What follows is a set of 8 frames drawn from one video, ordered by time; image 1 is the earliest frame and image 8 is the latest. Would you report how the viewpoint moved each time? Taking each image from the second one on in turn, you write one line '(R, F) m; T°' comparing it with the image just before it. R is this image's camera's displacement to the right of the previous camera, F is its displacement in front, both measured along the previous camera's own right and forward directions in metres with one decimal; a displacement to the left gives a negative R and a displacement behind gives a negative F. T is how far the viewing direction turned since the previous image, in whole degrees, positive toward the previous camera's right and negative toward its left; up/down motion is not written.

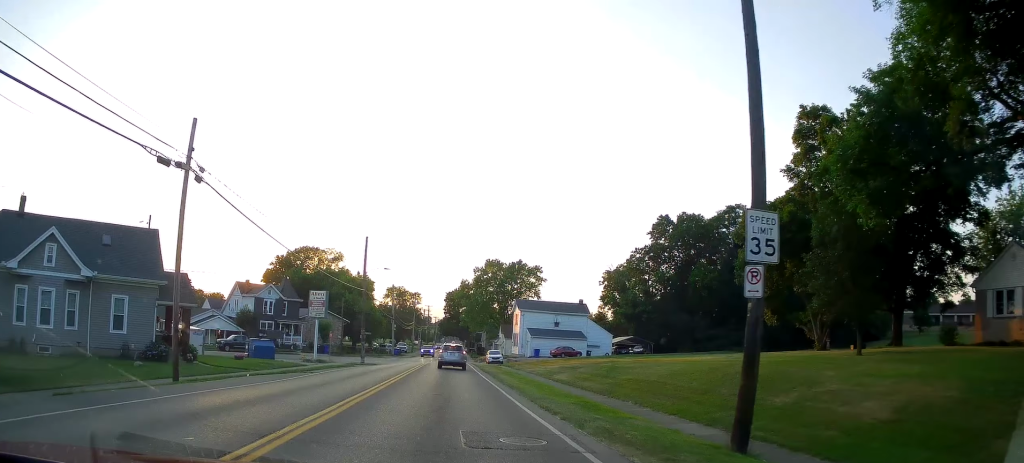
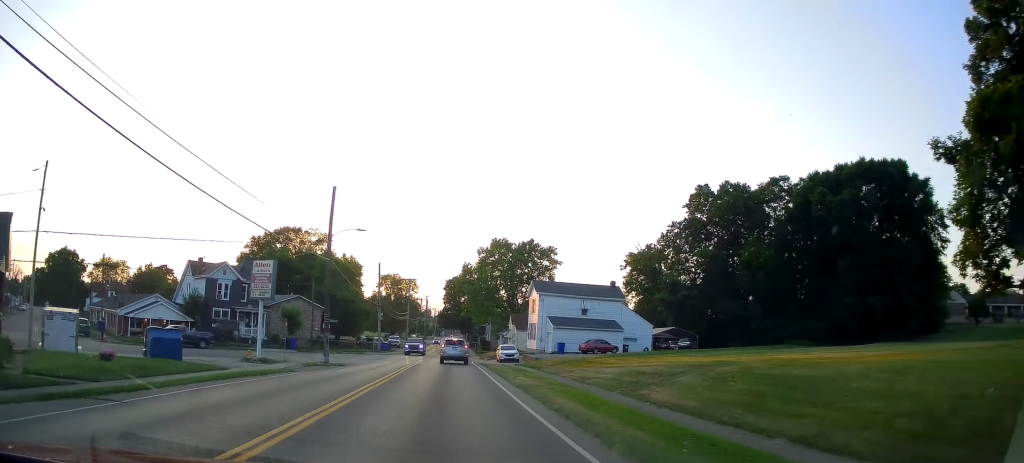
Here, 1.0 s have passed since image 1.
(+0.3, +16.4) m; -1°
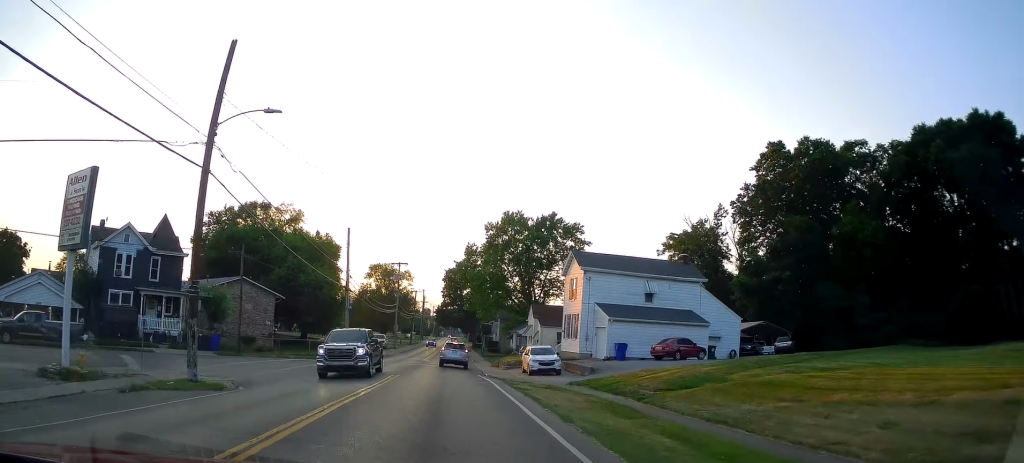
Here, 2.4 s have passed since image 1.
(-0.8, +21.4) m; -2°
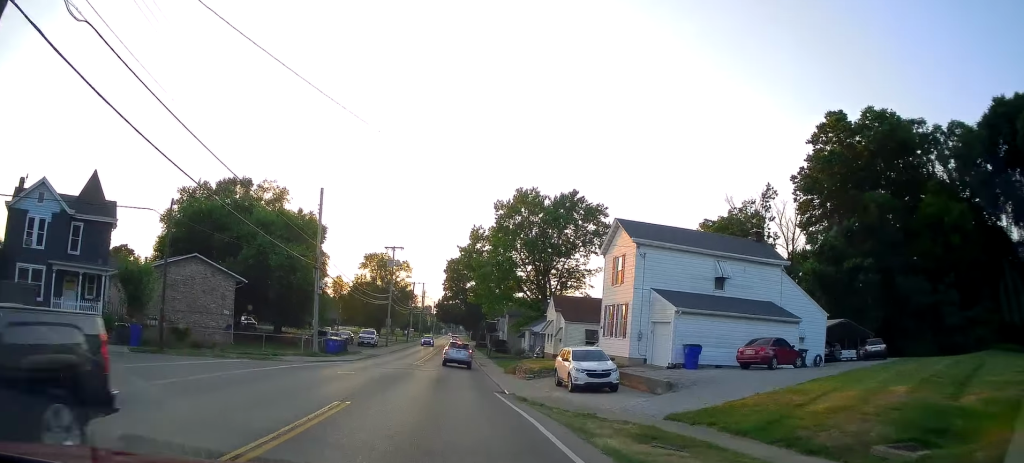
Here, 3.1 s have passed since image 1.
(+0.1, +11.7) m; +1°
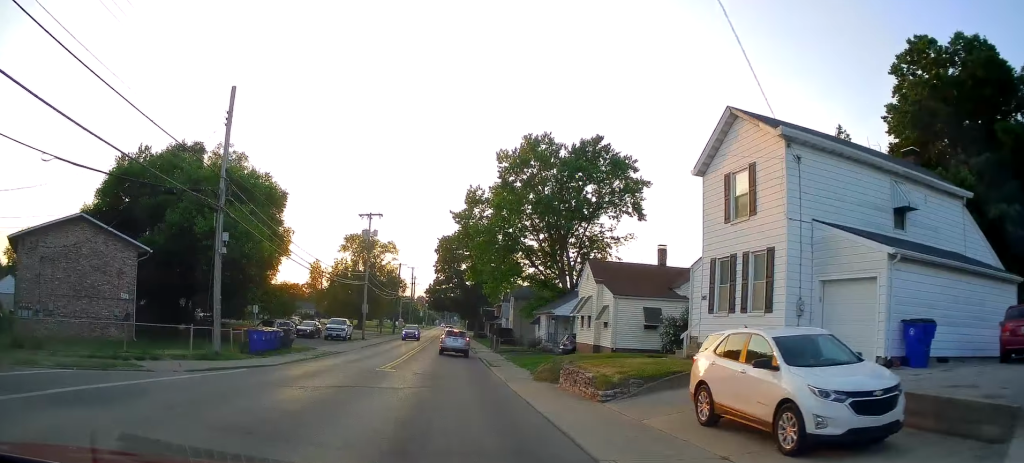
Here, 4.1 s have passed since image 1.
(+0.1, +15.1) m; +1°
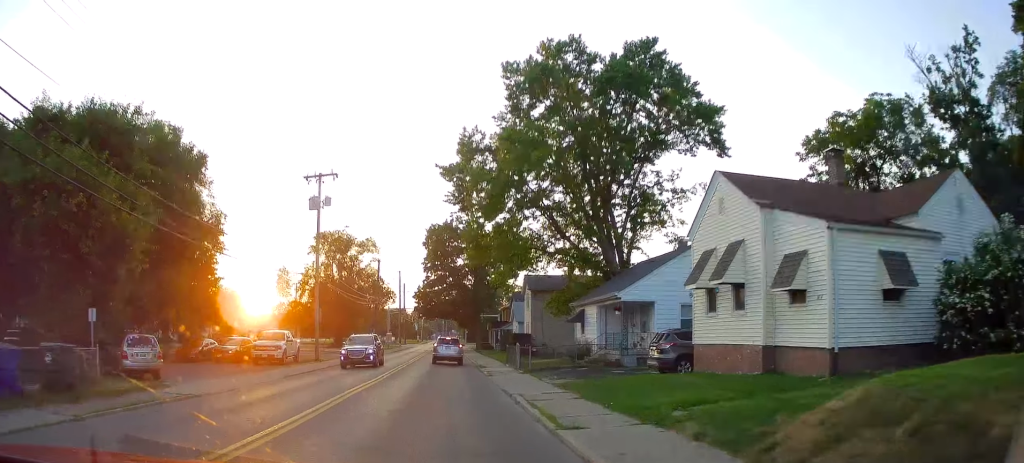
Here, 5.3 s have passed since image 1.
(+0.2, +18.5) m; 0°
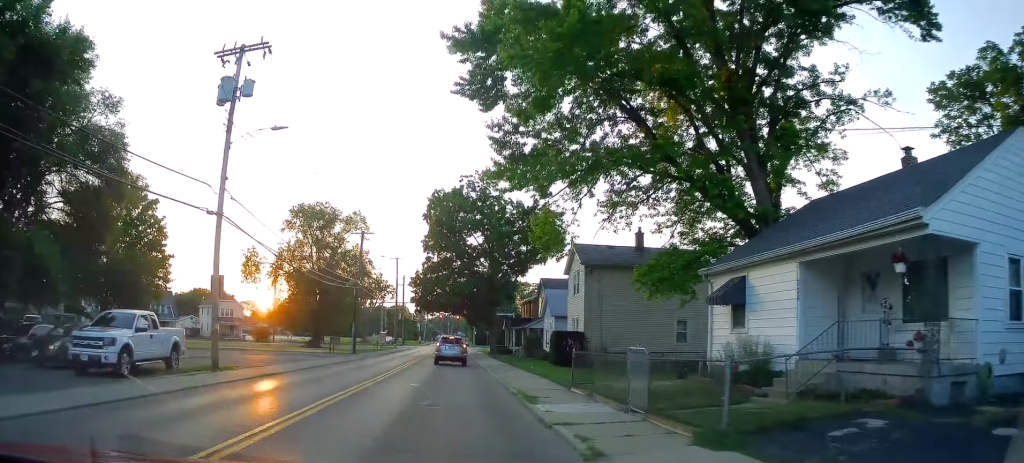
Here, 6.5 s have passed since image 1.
(-0.3, +17.4) m; 0°
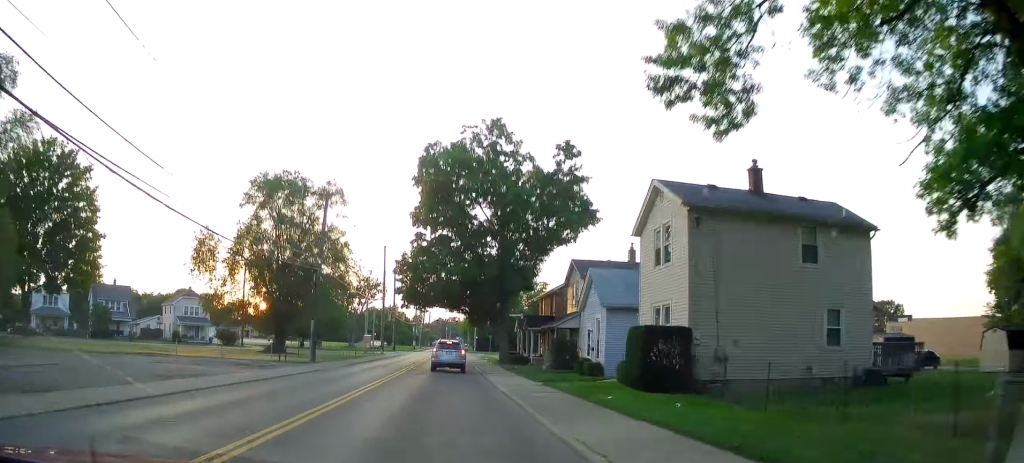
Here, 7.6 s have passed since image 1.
(+0.3, +14.1) m; 0°
